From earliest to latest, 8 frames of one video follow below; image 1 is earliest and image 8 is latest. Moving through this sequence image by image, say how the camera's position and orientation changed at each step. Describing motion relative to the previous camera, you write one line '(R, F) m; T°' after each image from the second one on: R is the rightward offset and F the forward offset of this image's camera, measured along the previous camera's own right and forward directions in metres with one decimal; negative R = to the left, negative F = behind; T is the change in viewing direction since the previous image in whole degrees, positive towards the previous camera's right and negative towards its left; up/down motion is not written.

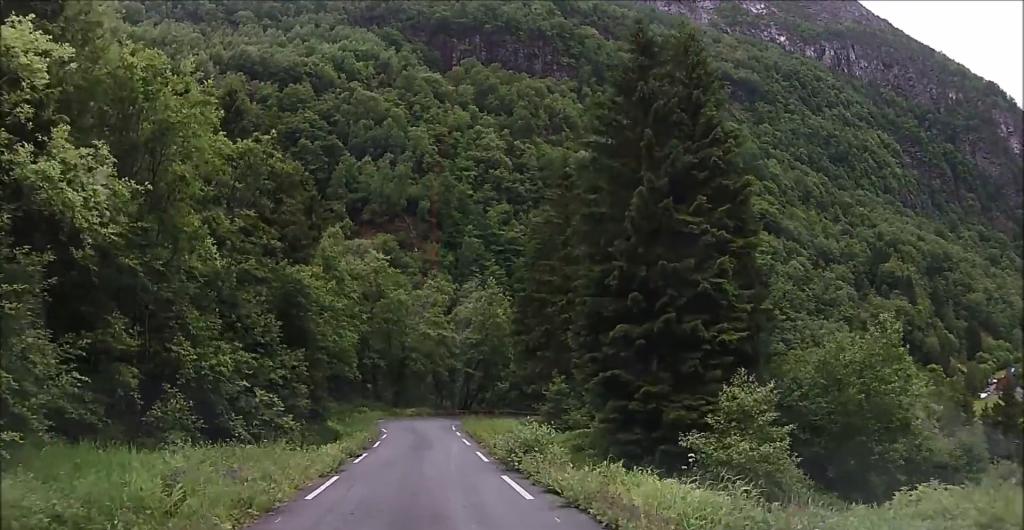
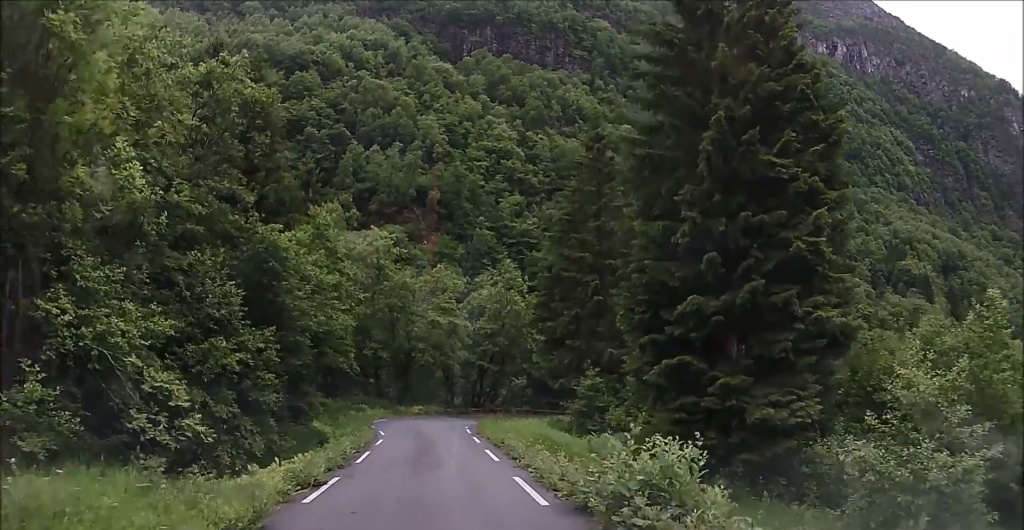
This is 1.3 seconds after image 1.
(-0.1, +7.0) m; -2°
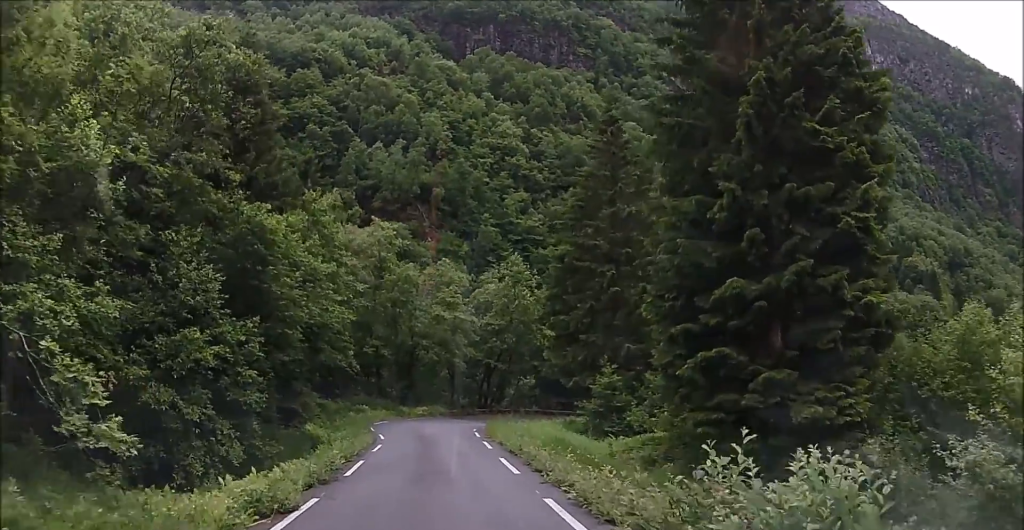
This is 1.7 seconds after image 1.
(-0.1, +2.6) m; 0°
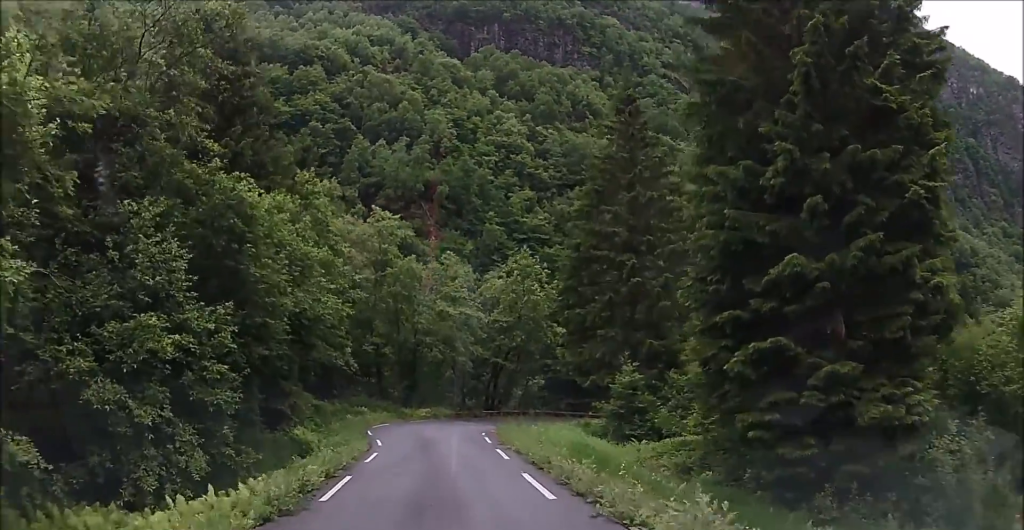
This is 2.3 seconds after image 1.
(+0.1, +3.1) m; 0°
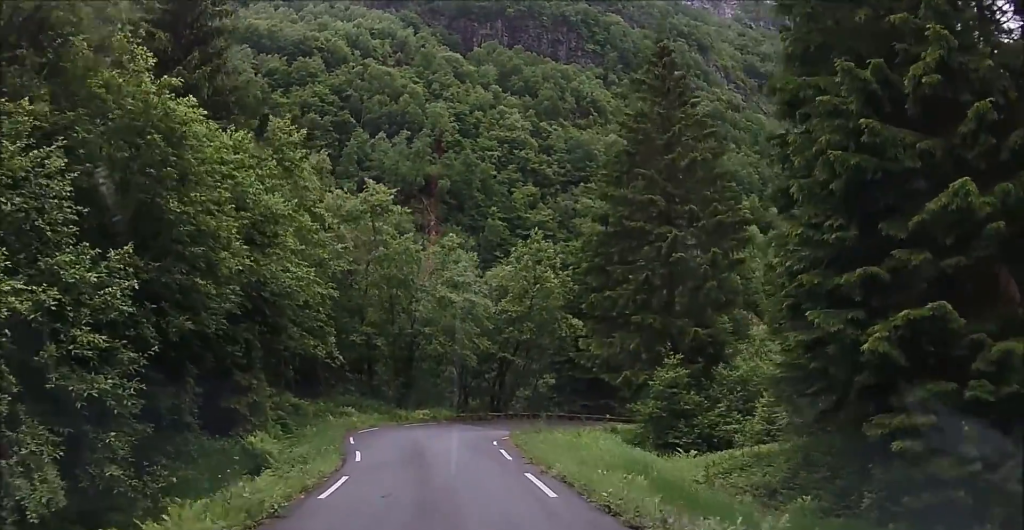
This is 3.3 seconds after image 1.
(+0.1, +6.0) m; 0°
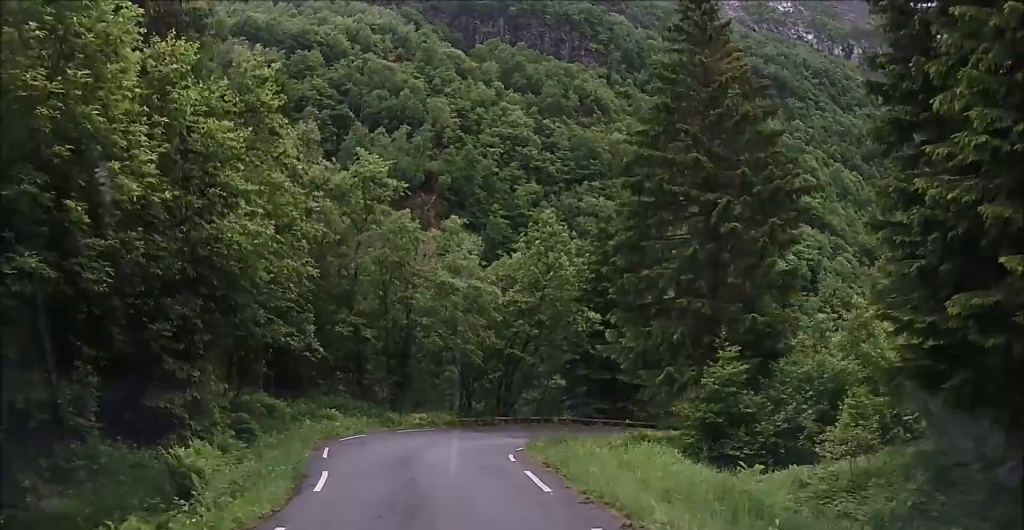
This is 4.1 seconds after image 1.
(-0.1, +5.4) m; -1°
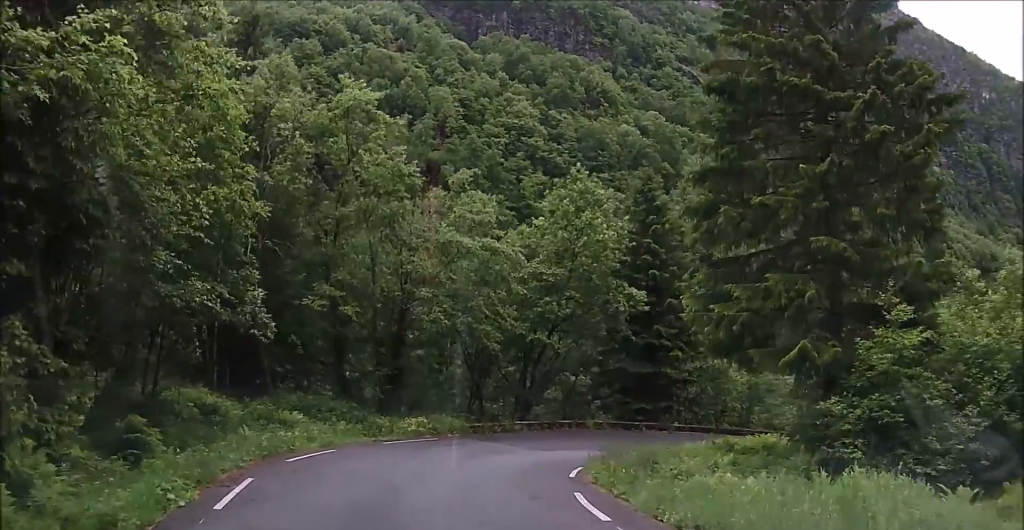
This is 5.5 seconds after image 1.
(+0.2, +8.4) m; +3°
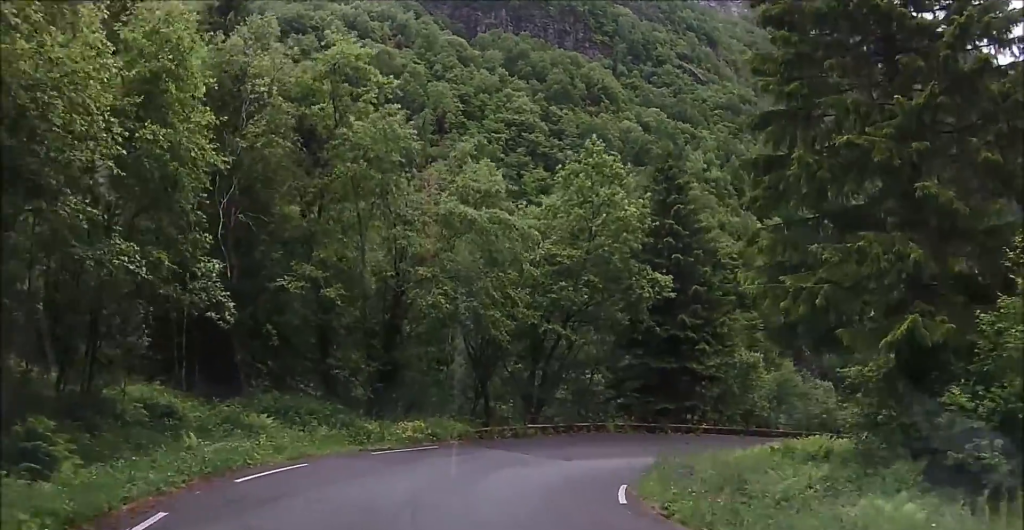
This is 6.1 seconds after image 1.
(+0.1, +3.6) m; +1°
